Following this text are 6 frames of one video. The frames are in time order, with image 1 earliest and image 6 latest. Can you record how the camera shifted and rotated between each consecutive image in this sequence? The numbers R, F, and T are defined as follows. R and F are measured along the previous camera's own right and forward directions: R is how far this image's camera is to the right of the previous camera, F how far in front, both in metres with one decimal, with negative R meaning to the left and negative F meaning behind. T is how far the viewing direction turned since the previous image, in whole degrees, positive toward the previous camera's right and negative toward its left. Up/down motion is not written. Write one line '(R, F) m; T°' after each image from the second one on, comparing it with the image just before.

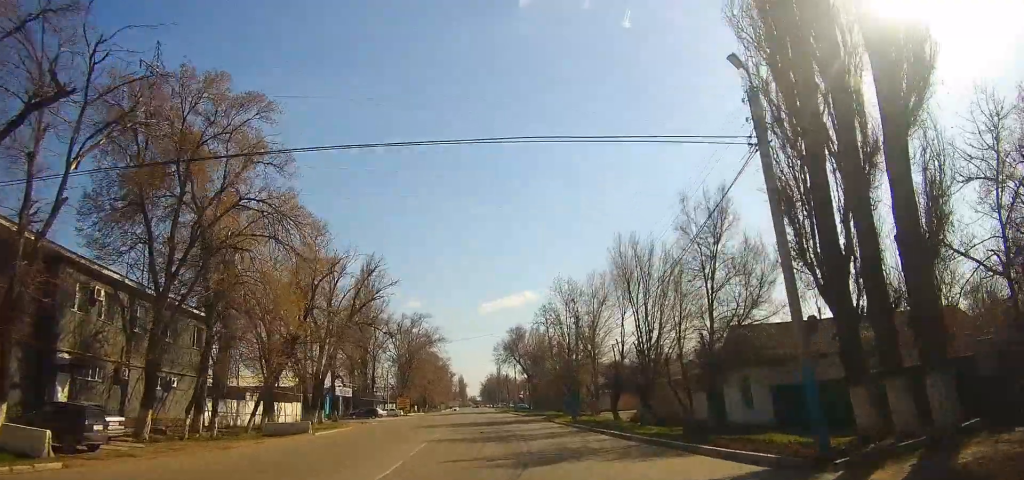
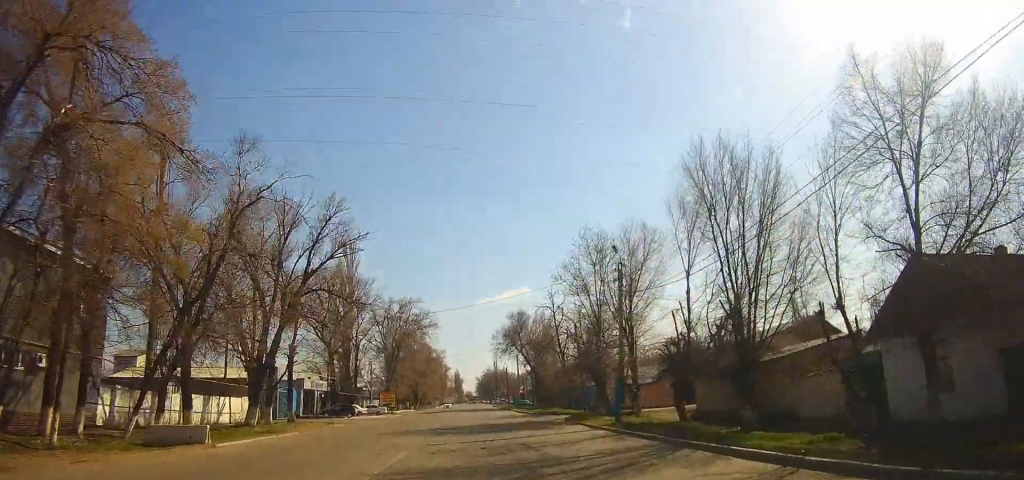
(+0.2, +12.2) m; +1°
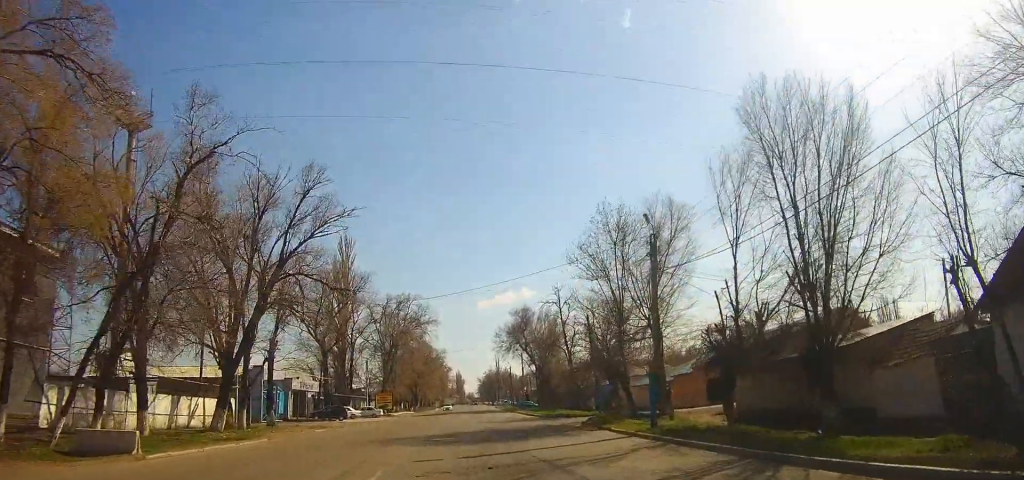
(0.0, +4.7) m; 0°
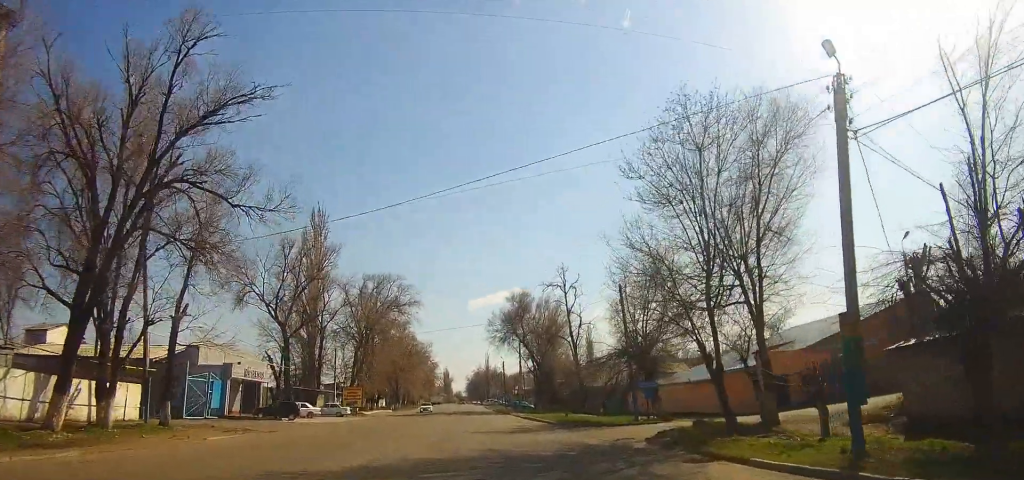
(0.0, +12.3) m; 0°
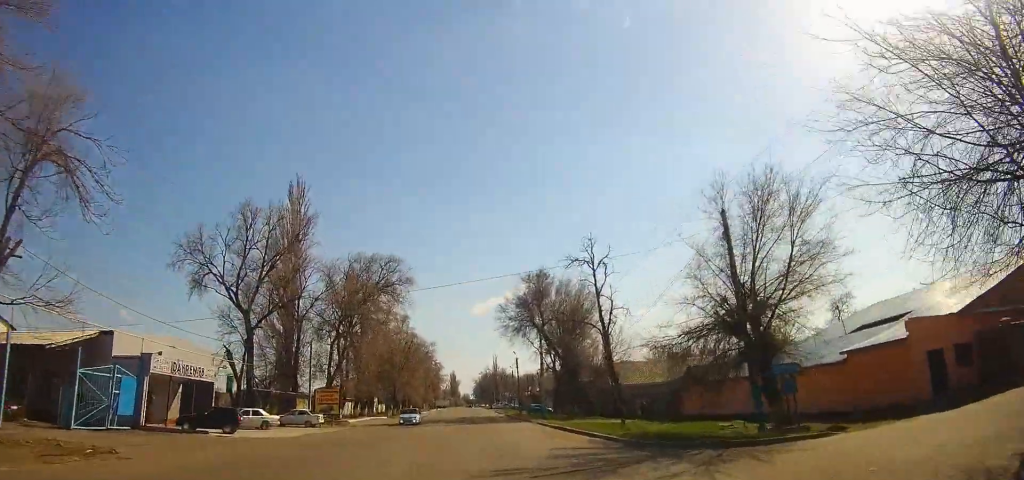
(-0.1, +13.1) m; 0°
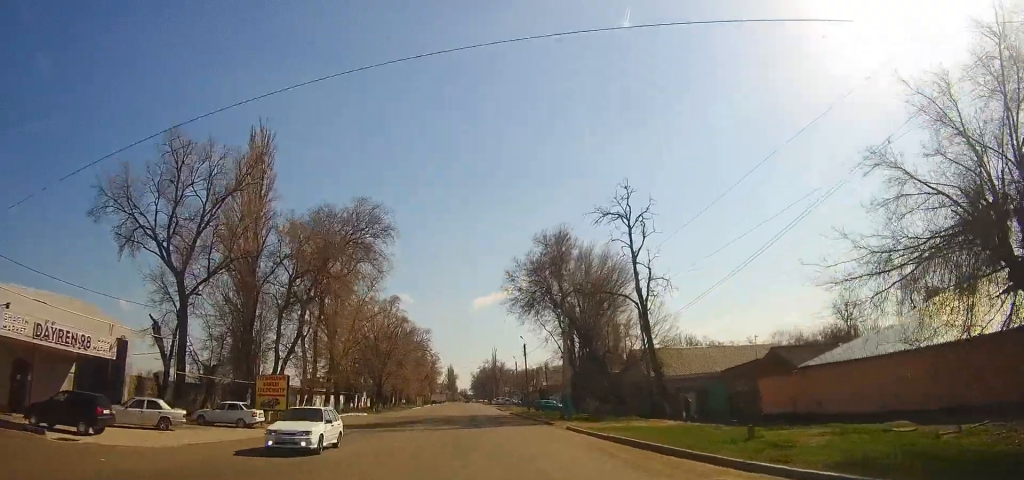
(+0.1, +12.9) m; +1°
